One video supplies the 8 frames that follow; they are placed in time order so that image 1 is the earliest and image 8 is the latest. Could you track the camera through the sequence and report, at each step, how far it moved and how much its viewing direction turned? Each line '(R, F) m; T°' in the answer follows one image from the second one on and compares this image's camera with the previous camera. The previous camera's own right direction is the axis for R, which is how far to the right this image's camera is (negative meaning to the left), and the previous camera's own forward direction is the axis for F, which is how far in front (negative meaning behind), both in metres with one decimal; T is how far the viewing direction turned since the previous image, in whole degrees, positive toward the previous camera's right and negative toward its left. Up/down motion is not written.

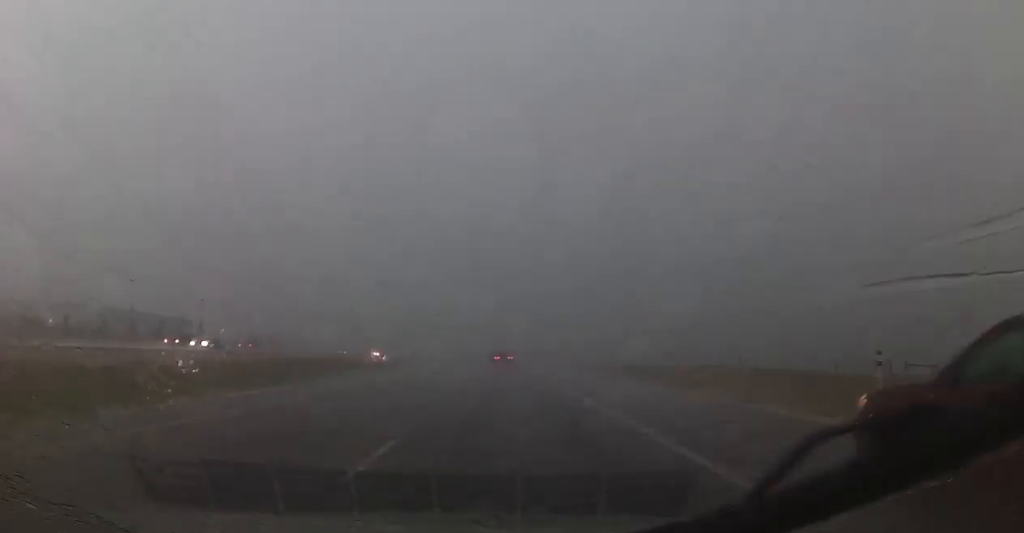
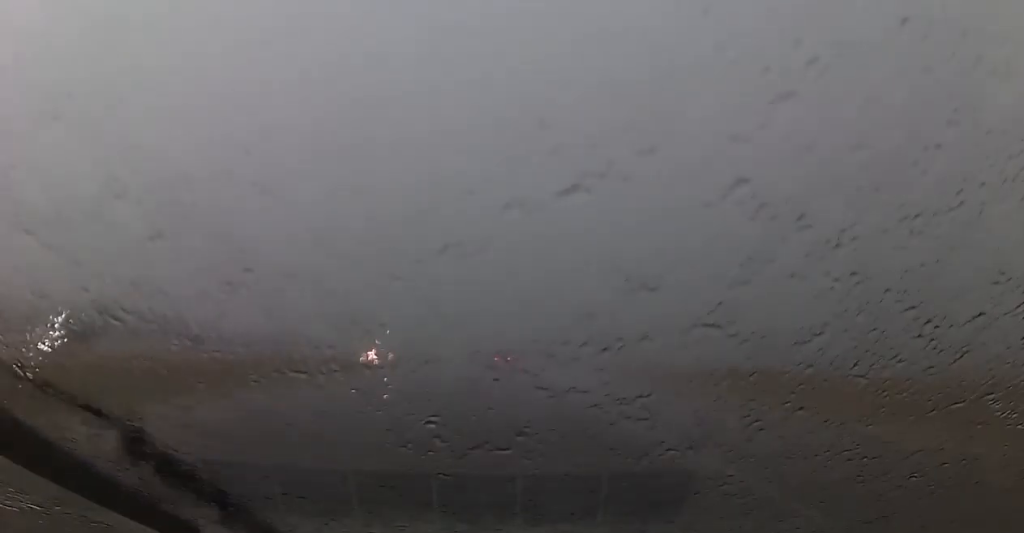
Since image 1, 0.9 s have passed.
(0.0, +11.2) m; 0°
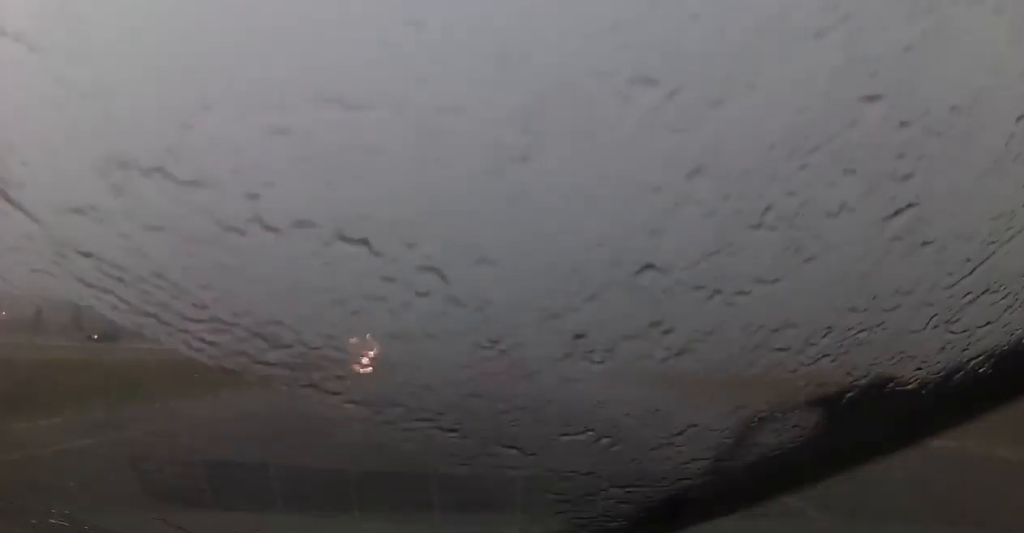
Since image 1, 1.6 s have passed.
(0.0, +9.1) m; 0°
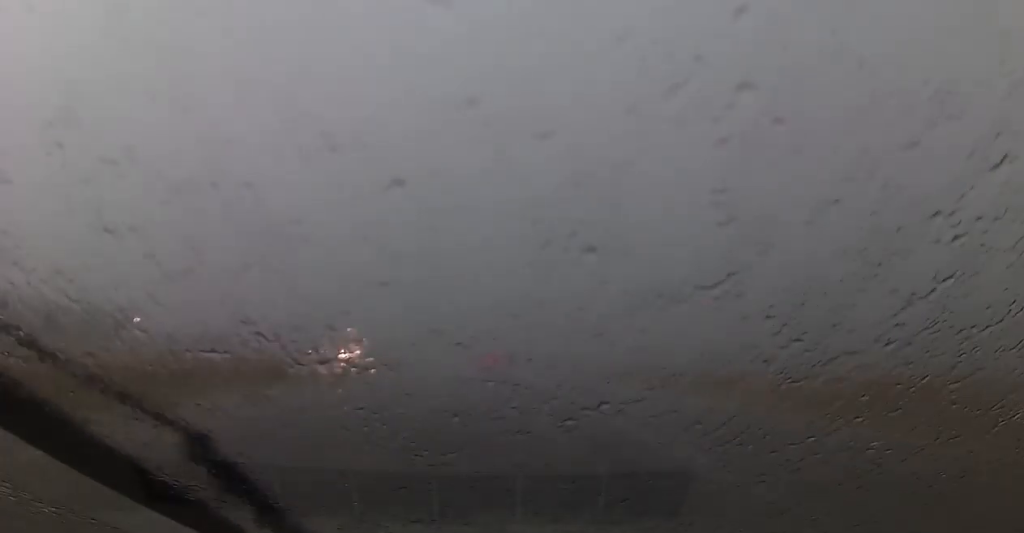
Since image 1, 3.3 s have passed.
(-0.4, +21.1) m; -2°
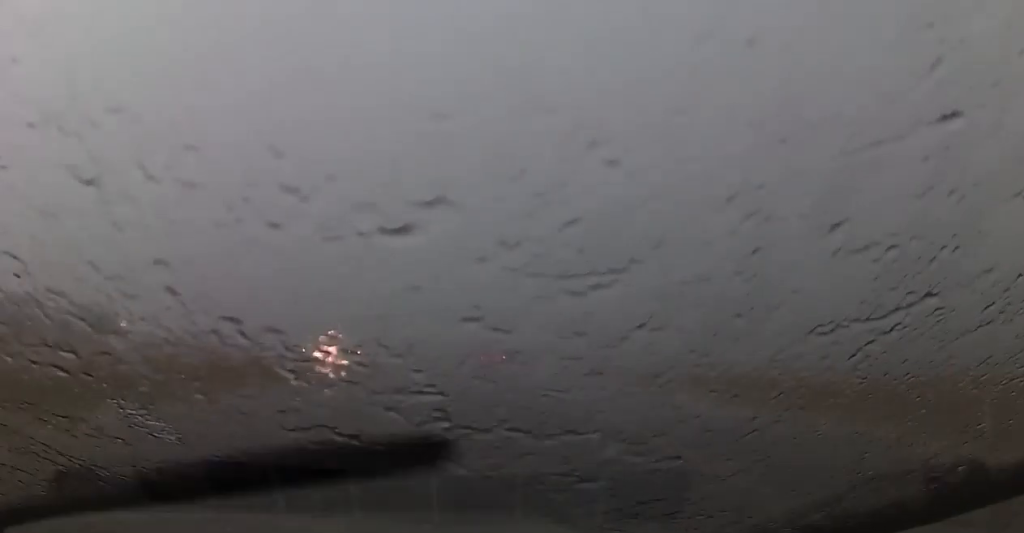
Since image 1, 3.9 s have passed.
(-0.1, +7.8) m; 0°
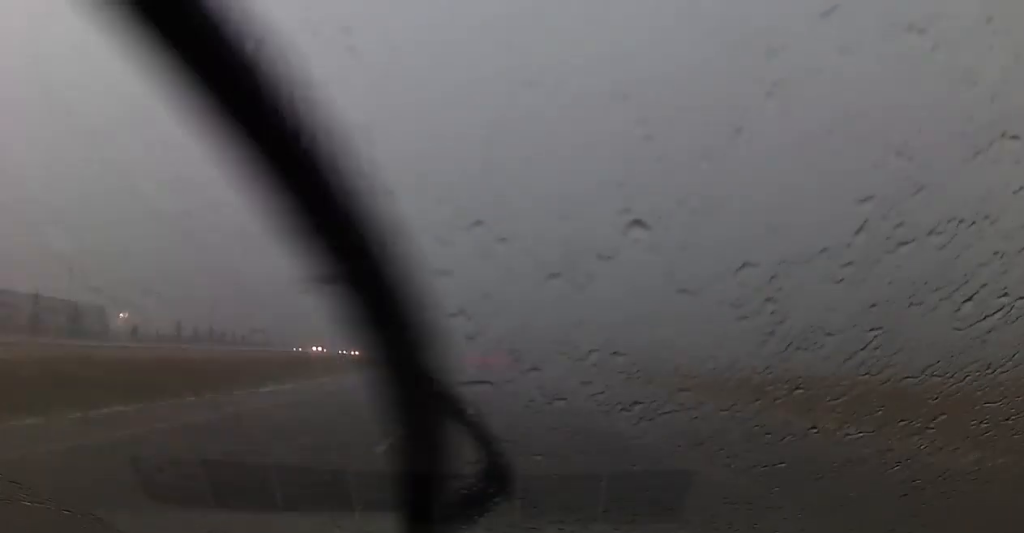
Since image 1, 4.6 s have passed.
(+0.1, +9.3) m; +1°
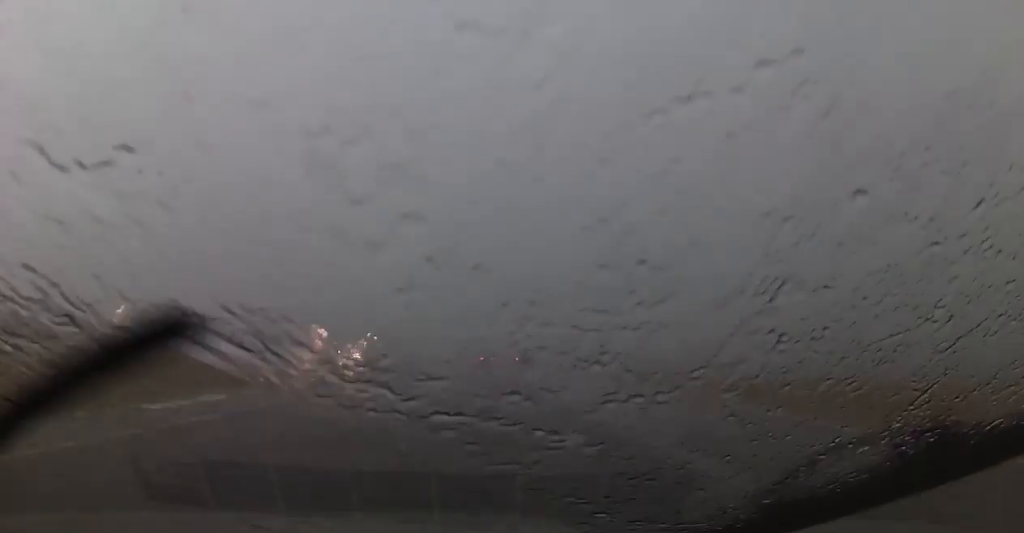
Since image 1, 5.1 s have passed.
(0.0, +7.2) m; 0°
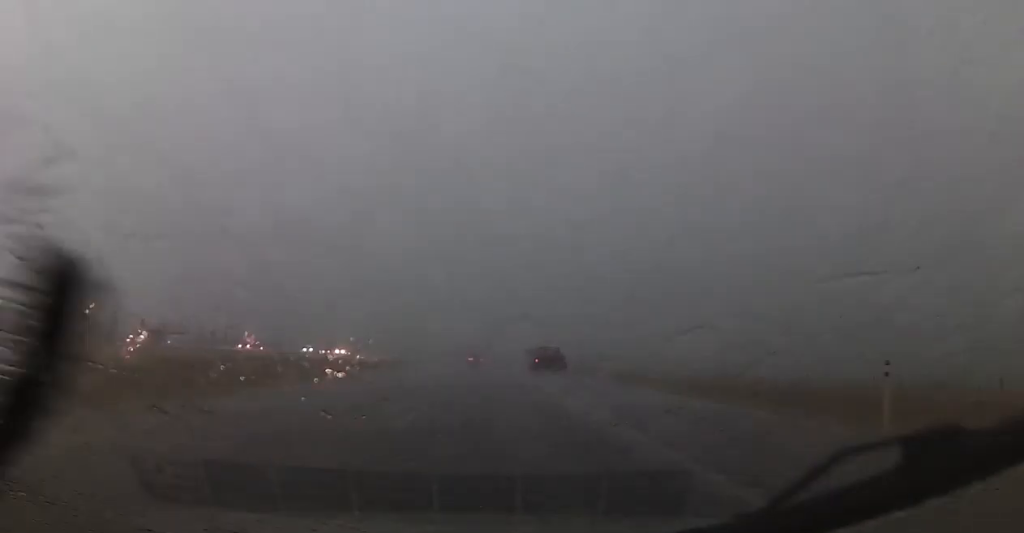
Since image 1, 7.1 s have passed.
(-0.6, +27.1) m; -2°
